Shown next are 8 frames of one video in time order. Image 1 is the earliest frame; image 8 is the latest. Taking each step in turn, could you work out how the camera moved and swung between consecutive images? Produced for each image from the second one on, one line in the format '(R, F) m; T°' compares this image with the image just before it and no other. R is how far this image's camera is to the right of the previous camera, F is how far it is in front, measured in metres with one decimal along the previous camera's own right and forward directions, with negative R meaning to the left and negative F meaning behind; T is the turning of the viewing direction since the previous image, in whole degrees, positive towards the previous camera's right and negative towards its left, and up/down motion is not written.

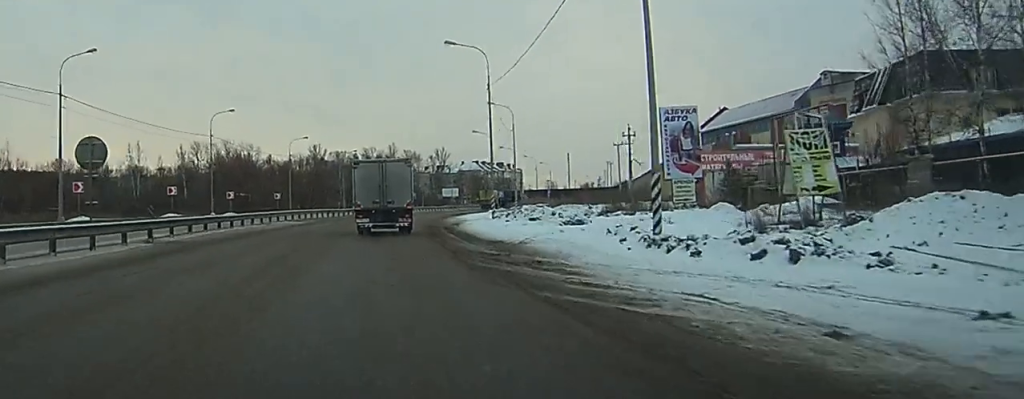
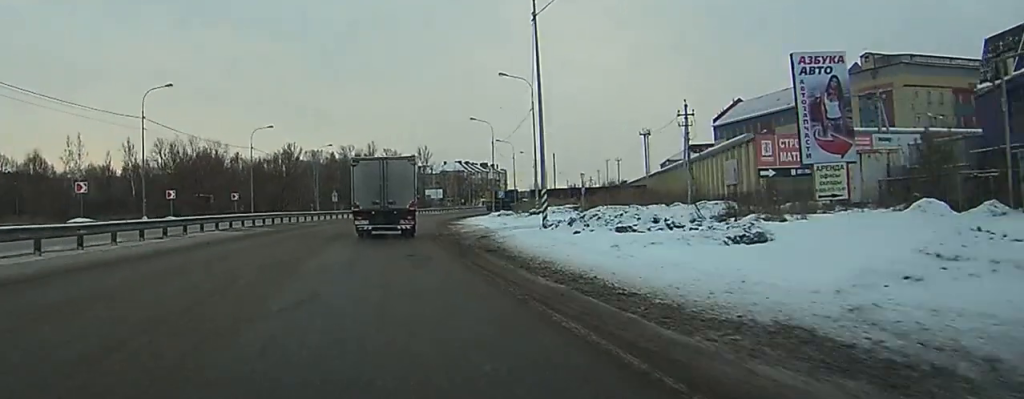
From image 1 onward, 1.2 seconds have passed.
(-0.3, +21.5) m; -1°
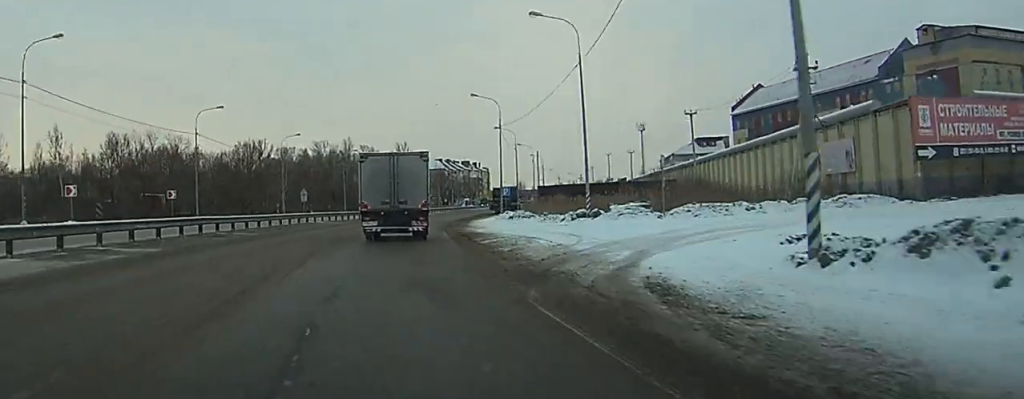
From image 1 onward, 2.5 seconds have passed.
(+0.5, +22.9) m; +3°
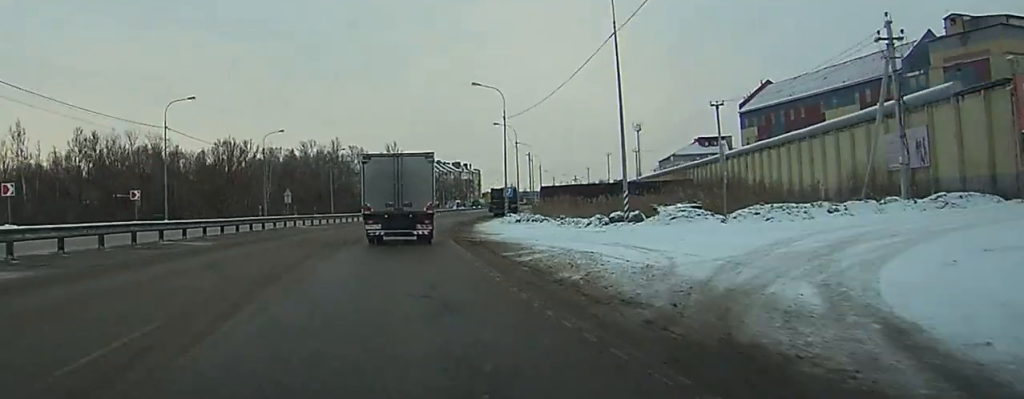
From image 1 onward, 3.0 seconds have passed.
(+0.1, +9.3) m; +1°
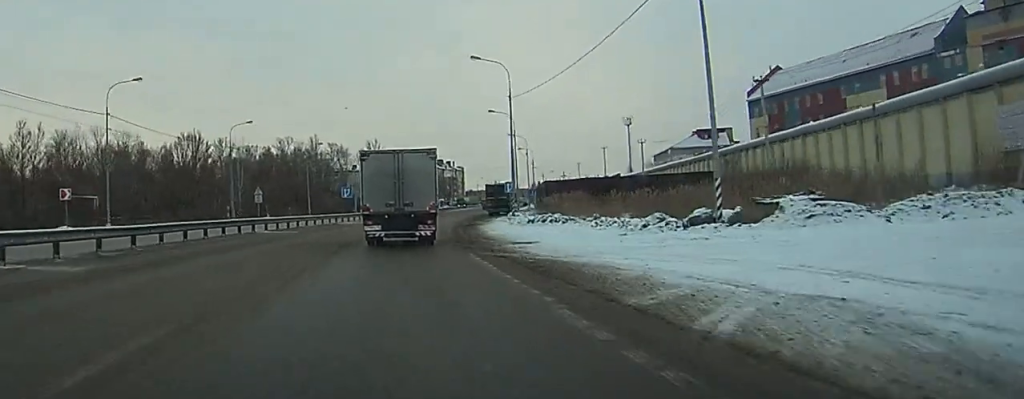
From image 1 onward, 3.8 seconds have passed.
(0.0, +12.7) m; +1°
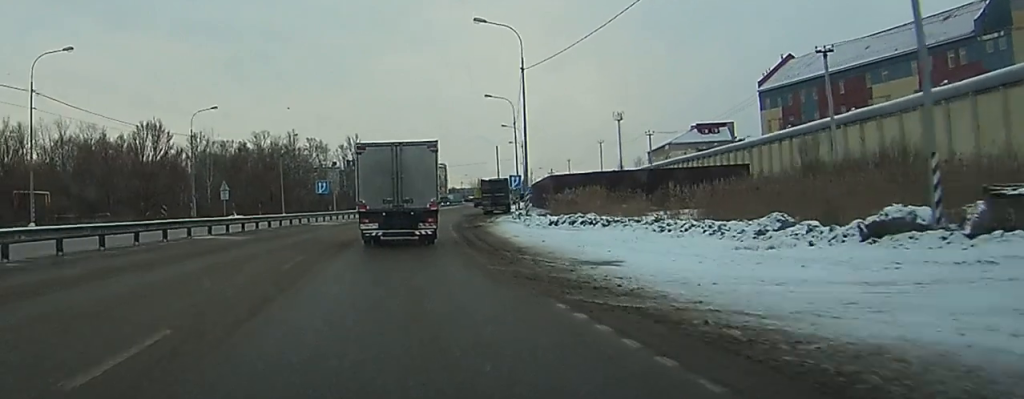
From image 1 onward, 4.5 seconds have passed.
(+0.3, +12.0) m; +1°
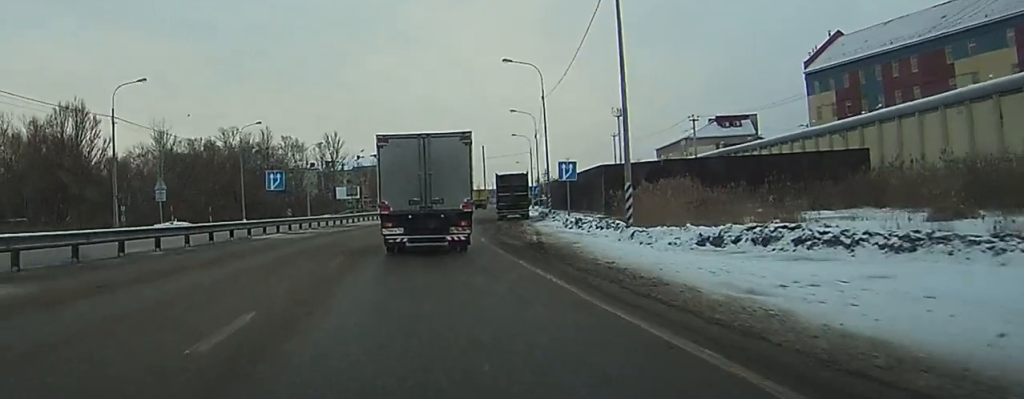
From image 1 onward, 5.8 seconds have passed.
(+0.2, +22.1) m; +1°
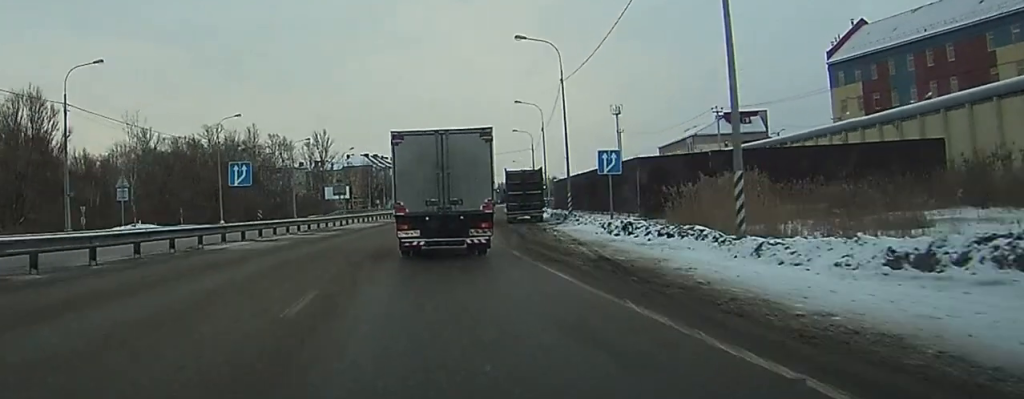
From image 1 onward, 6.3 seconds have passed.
(+0.1, +9.0) m; +1°
